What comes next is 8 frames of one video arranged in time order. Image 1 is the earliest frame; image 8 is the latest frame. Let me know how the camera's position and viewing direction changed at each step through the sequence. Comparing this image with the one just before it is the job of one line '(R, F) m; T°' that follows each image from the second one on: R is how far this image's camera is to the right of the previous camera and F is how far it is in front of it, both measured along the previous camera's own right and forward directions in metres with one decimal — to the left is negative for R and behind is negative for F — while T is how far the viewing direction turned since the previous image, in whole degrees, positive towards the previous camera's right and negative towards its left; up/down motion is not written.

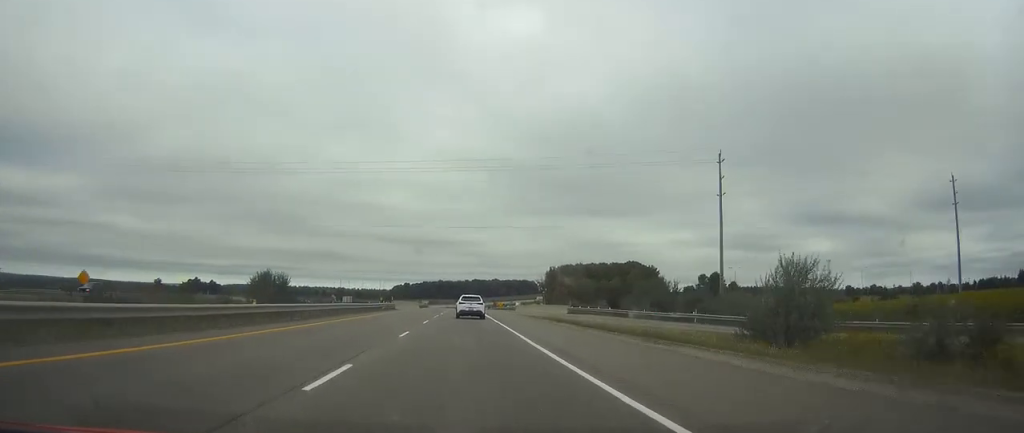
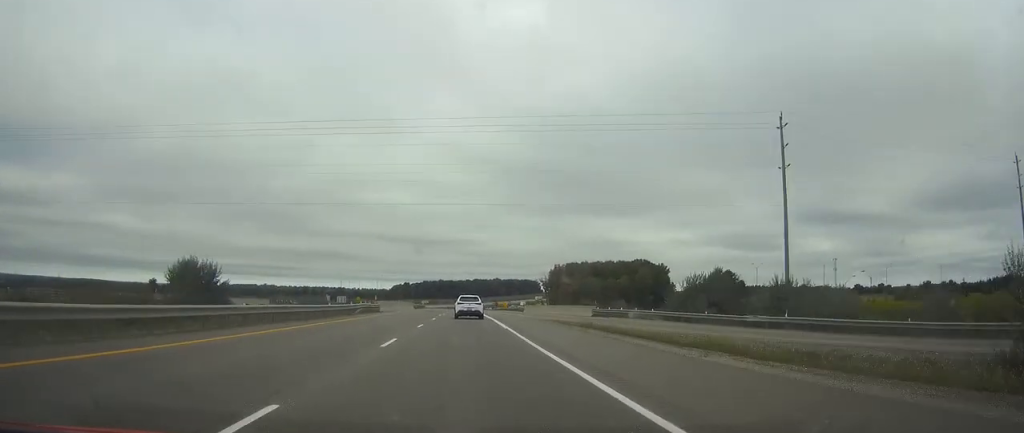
(0.0, +16.5) m; 0°
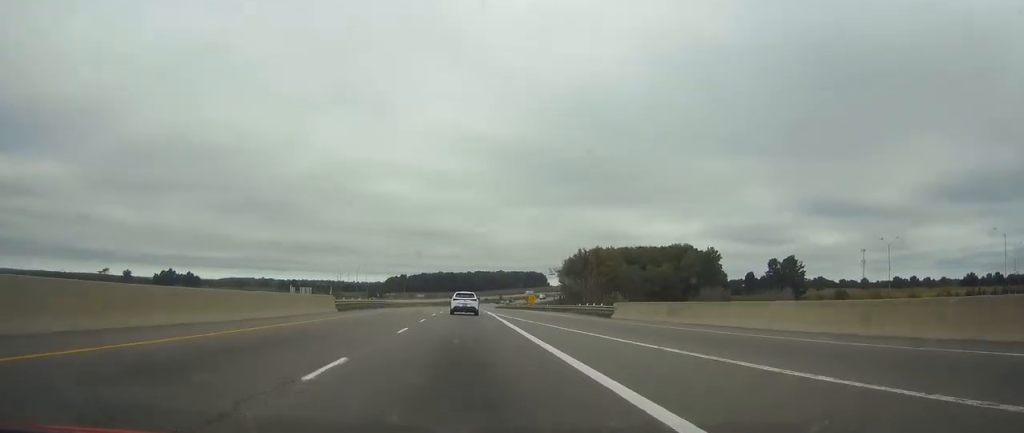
(-0.3, +69.1) m; 0°
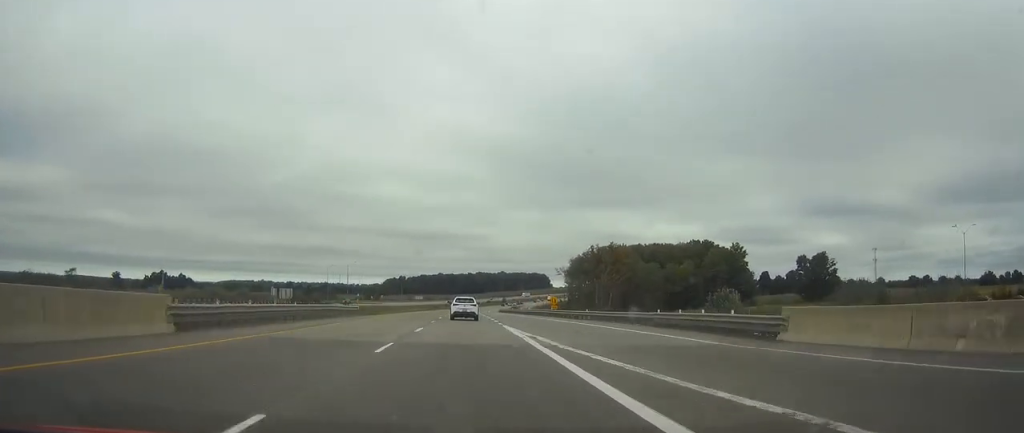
(0.0, +26.0) m; 0°
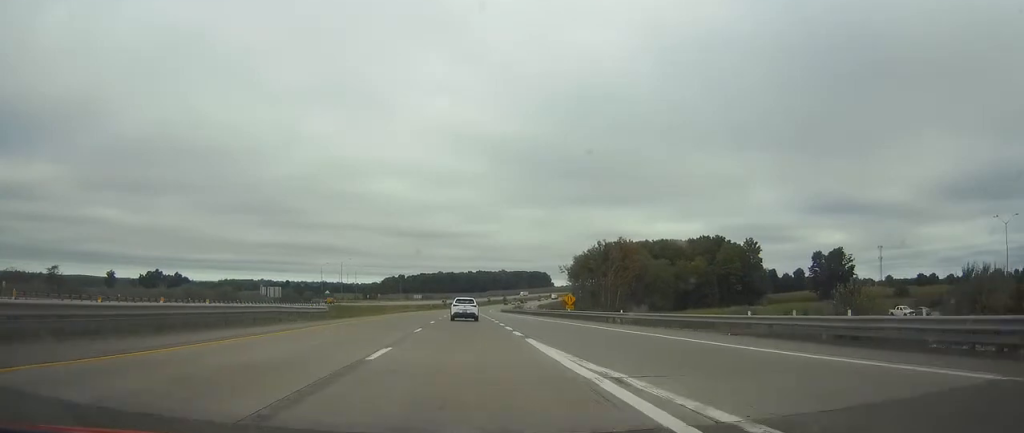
(0.0, +12.6) m; 0°
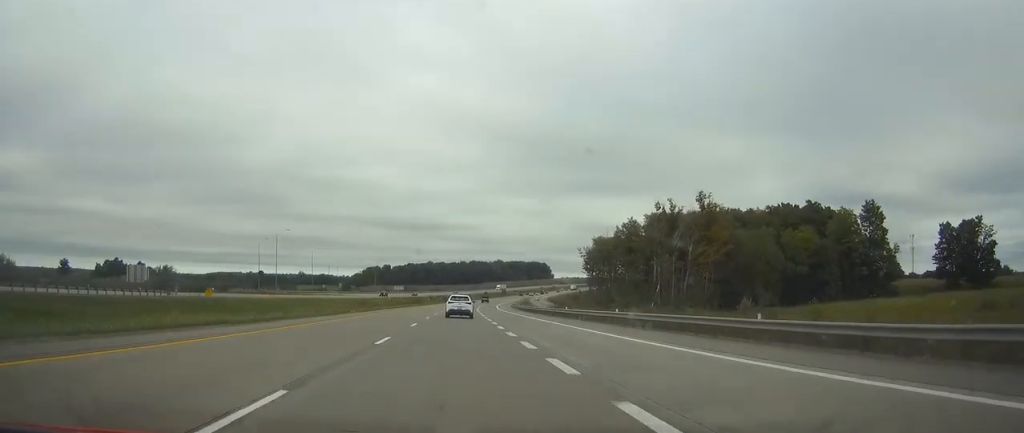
(+0.4, +81.4) m; +1°
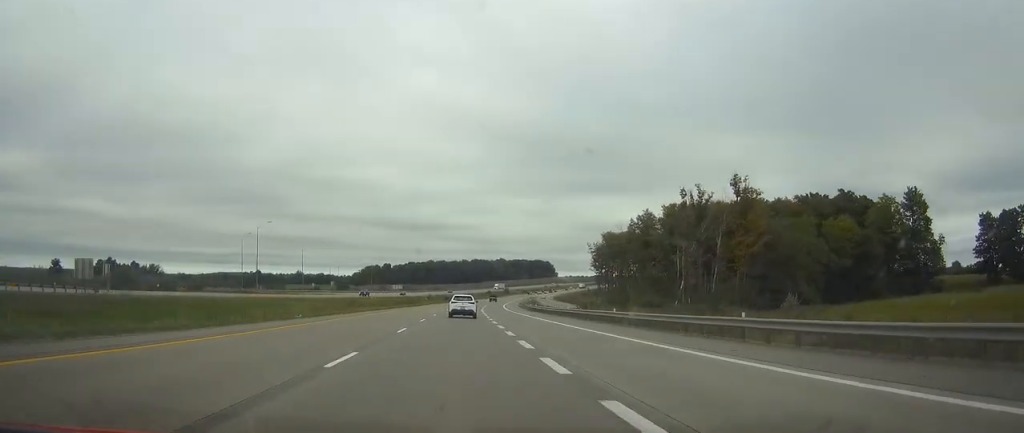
(0.0, +18.2) m; 0°
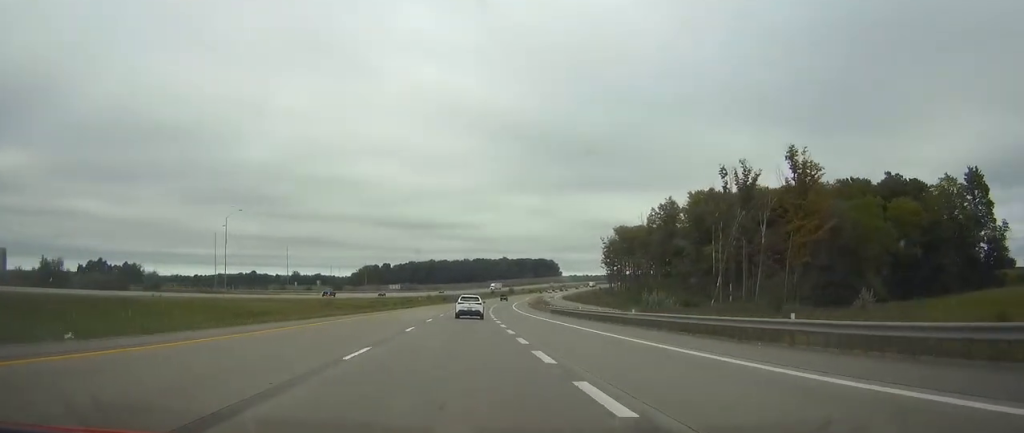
(0.0, +22.4) m; 0°
